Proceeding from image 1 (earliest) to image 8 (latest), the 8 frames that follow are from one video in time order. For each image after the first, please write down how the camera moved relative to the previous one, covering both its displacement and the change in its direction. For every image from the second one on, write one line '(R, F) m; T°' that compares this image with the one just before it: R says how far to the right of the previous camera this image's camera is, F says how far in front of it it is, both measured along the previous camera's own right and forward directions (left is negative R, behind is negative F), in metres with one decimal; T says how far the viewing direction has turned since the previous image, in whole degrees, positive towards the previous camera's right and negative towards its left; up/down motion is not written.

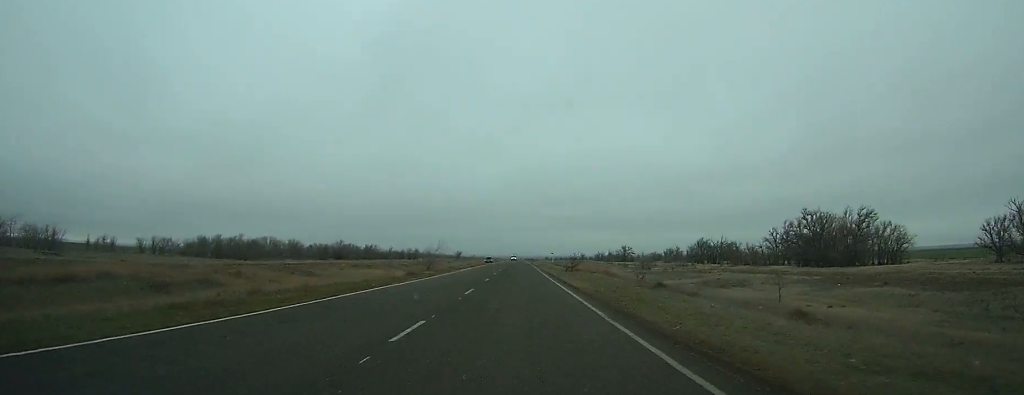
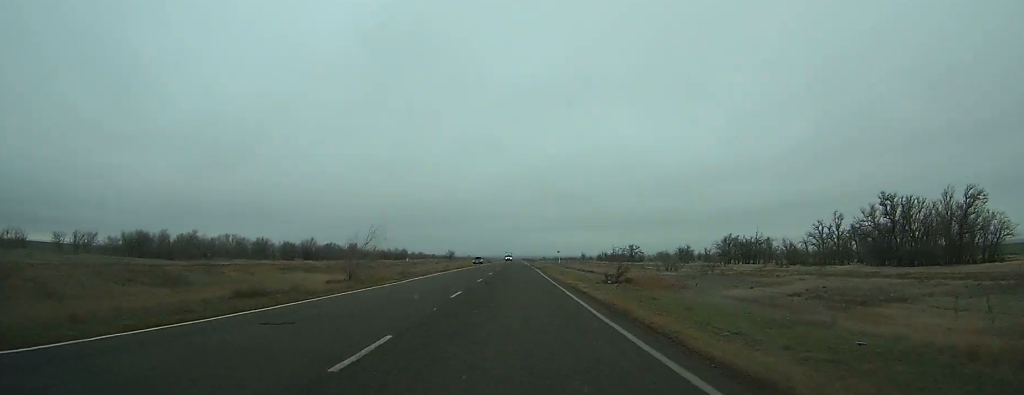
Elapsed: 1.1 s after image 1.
(0.0, +27.6) m; 0°
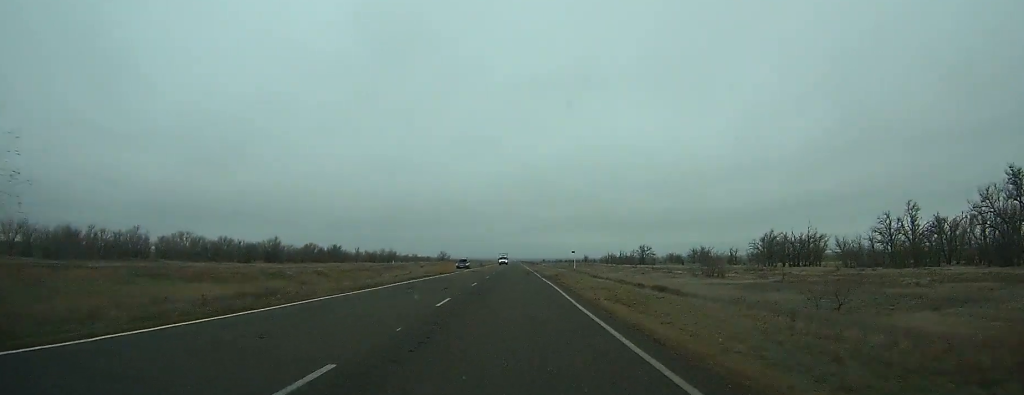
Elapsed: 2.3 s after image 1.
(+0.1, +26.6) m; 0°
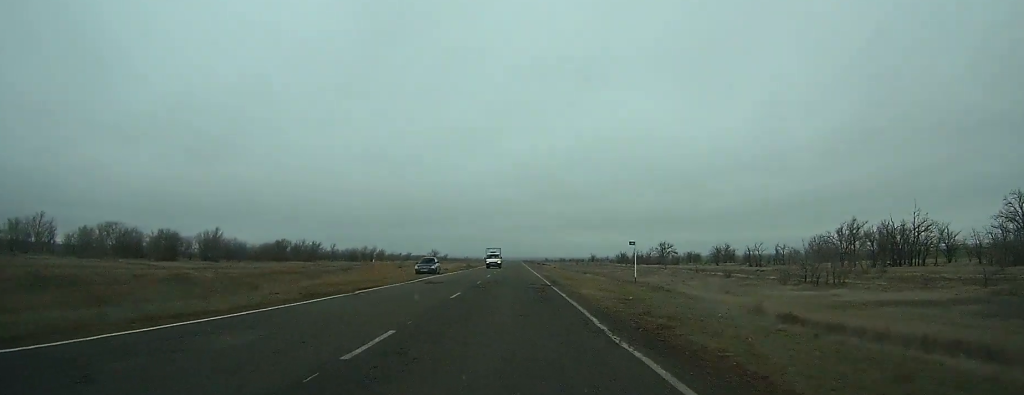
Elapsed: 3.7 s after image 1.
(+0.1, +32.3) m; 0°
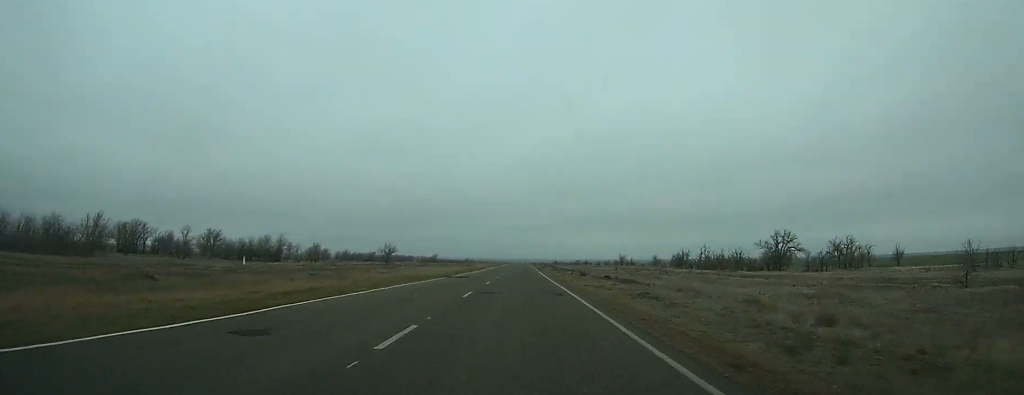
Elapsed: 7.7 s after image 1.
(-0.5, +92.6) m; -1°
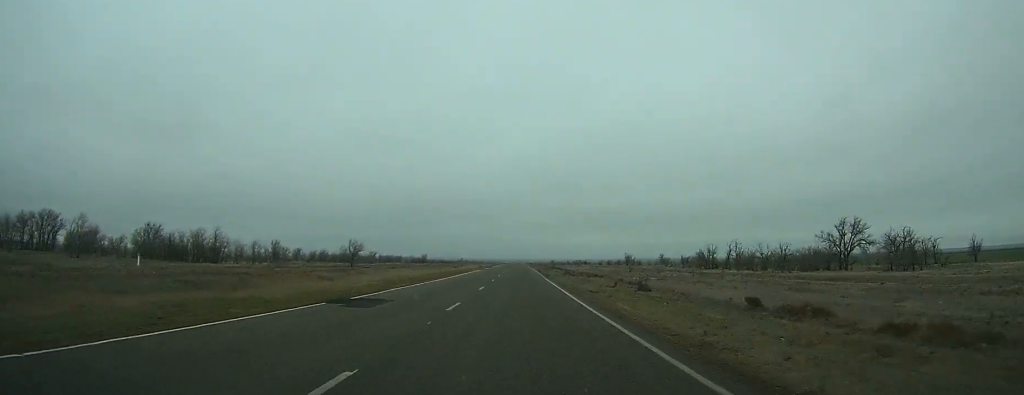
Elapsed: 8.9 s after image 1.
(0.0, +29.7) m; 0°
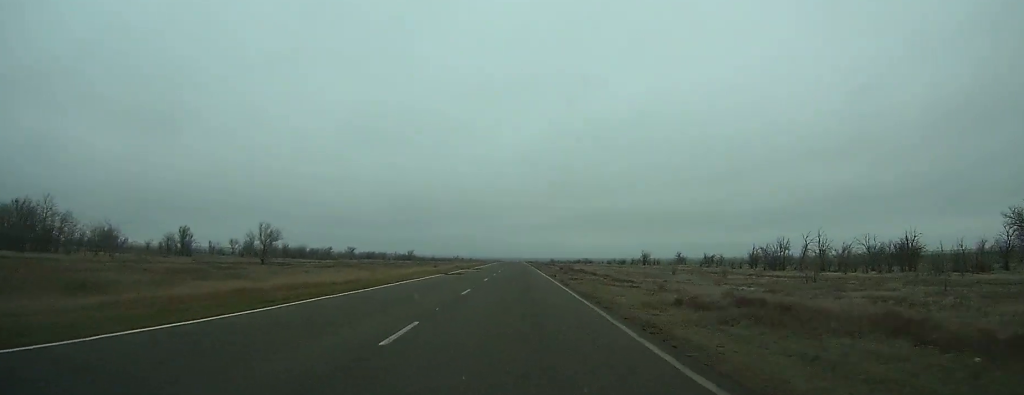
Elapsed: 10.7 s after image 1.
(+0.2, +44.8) m; 0°
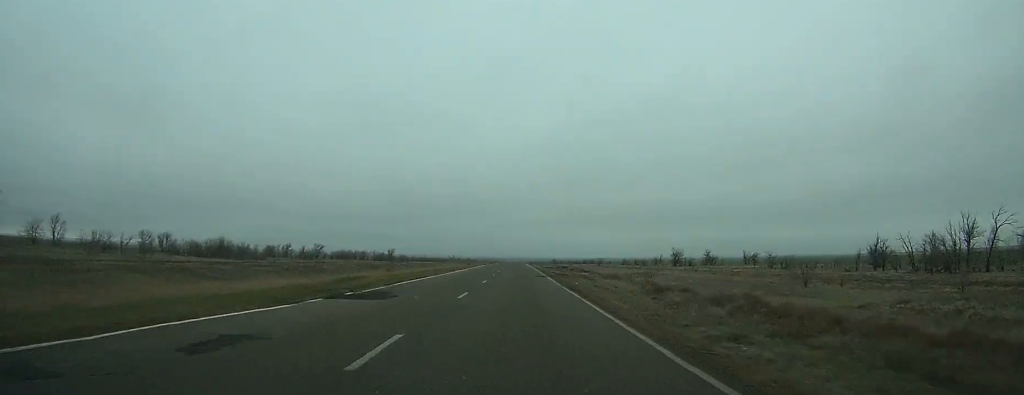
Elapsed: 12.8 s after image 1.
(+0.1, +50.3) m; 0°
